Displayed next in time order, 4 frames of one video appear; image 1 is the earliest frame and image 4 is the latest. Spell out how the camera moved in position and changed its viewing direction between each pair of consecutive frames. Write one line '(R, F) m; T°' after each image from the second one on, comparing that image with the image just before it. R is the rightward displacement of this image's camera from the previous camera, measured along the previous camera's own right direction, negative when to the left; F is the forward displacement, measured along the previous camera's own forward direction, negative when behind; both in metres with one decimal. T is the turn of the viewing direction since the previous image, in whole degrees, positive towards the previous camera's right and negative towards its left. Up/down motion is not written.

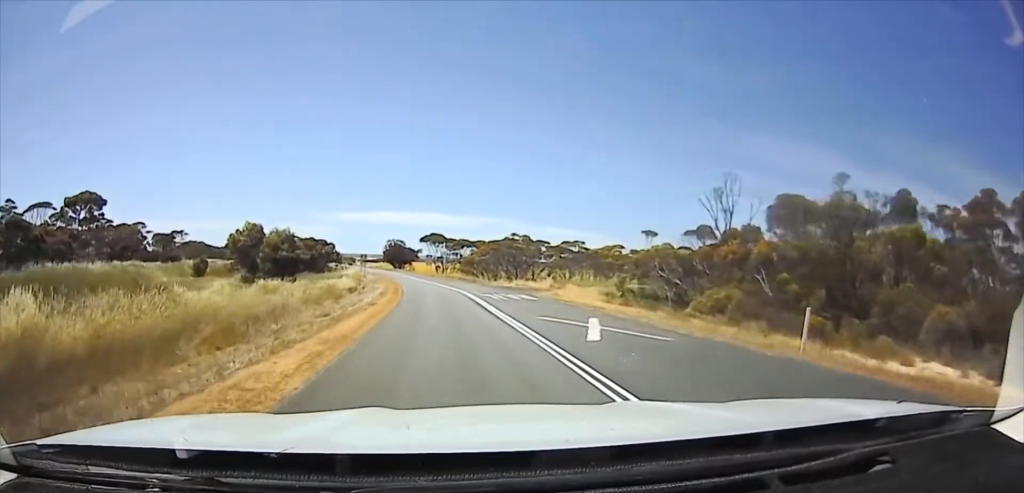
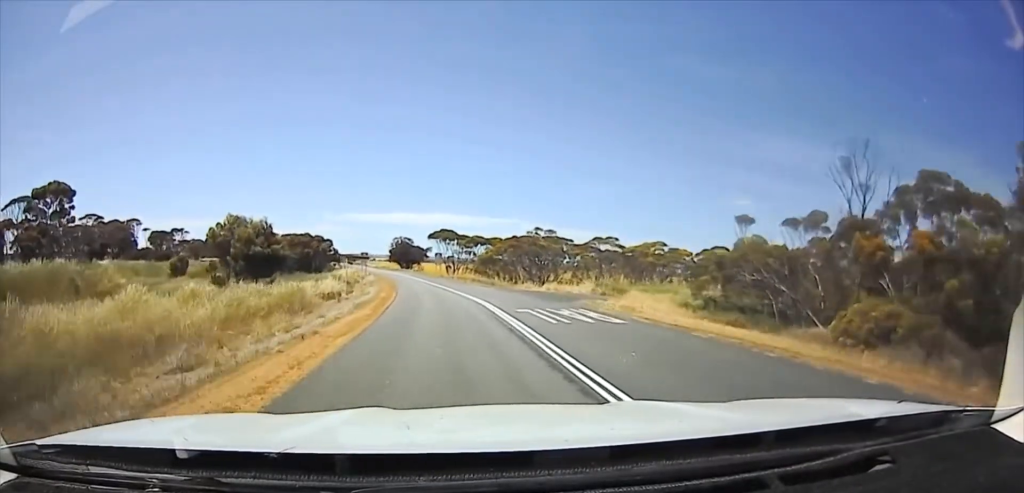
(+0.1, +8.7) m; +3°
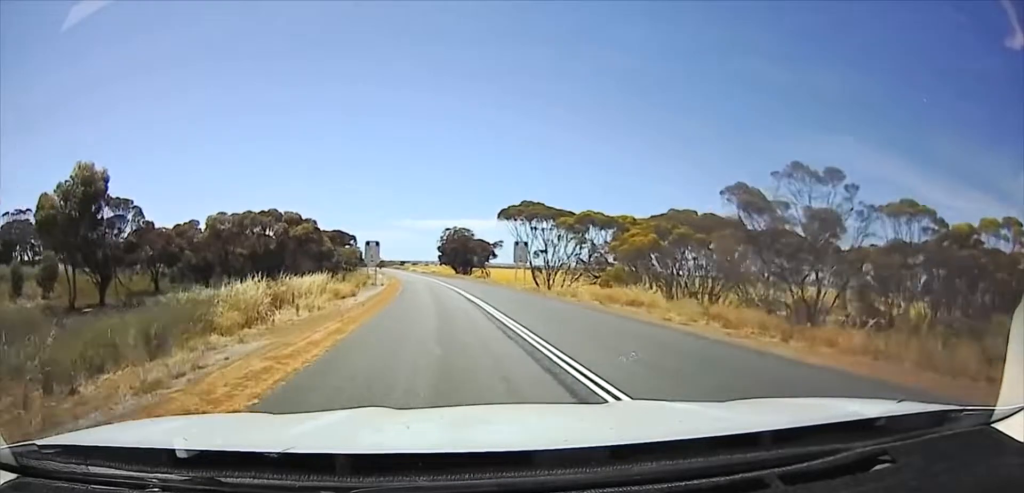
(+3.2, +48.2) m; +6°
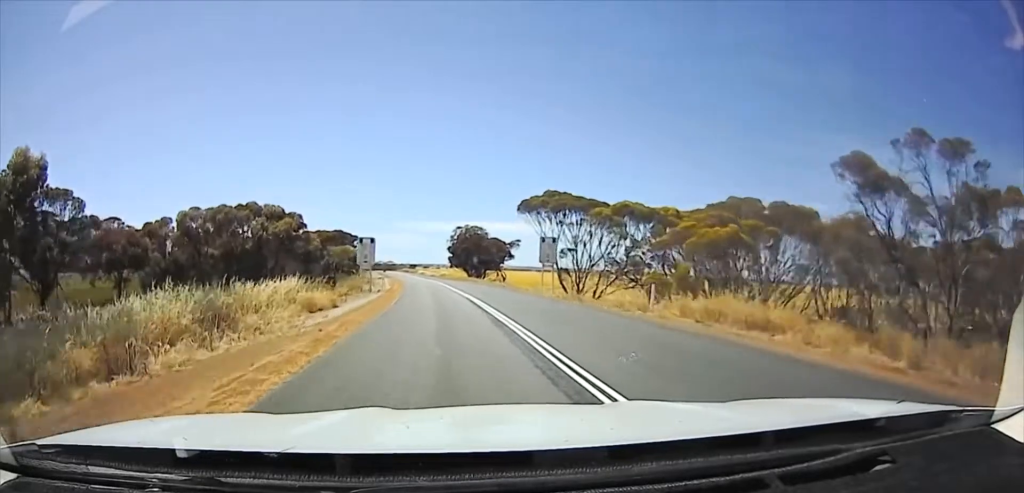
(+0.2, +10.1) m; 0°
